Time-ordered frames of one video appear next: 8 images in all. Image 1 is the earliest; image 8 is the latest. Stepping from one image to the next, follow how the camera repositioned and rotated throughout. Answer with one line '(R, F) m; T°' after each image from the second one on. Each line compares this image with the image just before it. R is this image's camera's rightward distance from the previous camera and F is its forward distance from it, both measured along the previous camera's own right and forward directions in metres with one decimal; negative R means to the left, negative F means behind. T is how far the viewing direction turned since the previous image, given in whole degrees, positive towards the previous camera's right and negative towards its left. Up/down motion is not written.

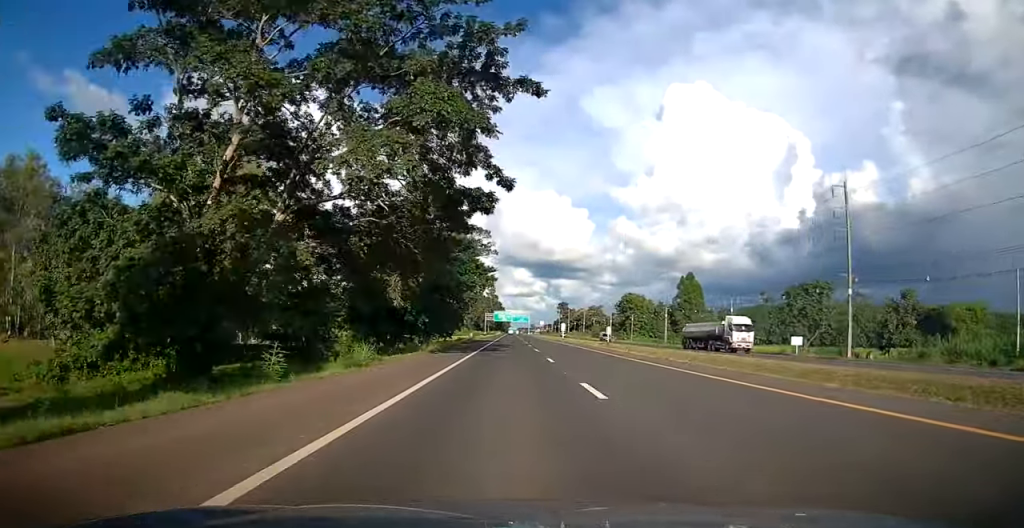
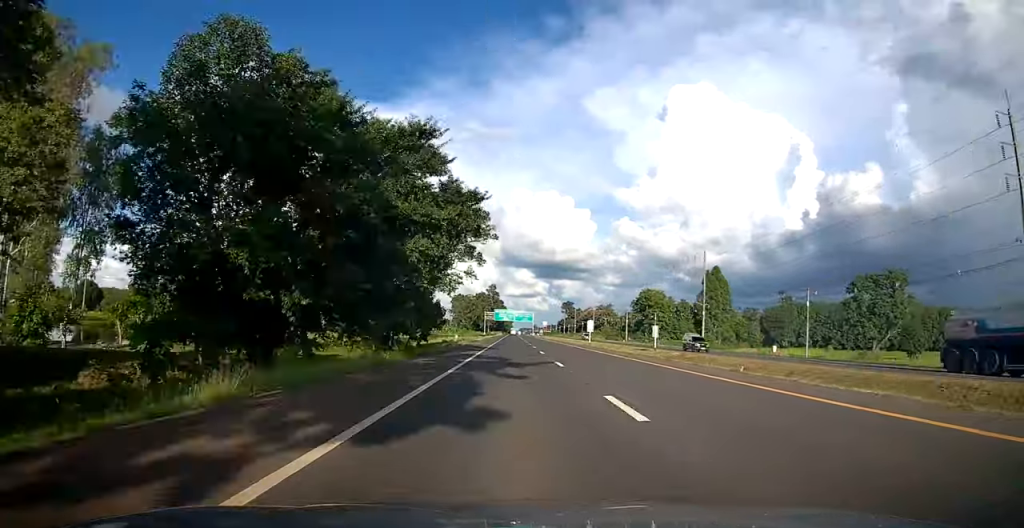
(-0.1, +29.9) m; 0°
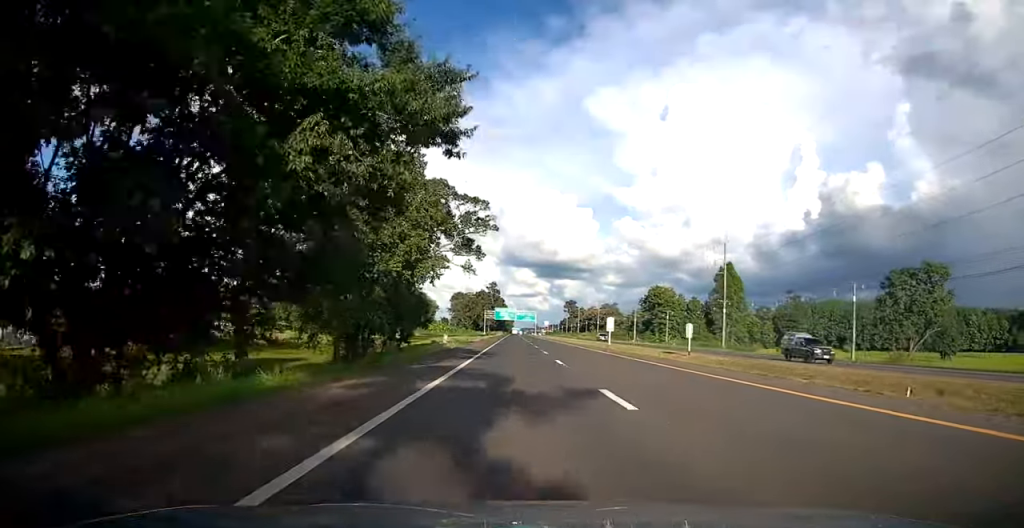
(0.0, +12.7) m; 0°
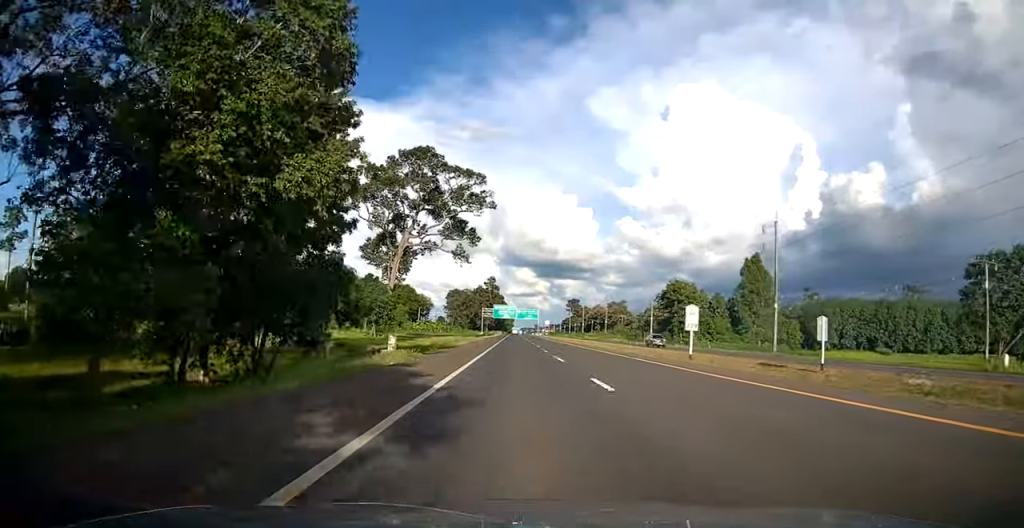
(-0.1, +23.0) m; 0°
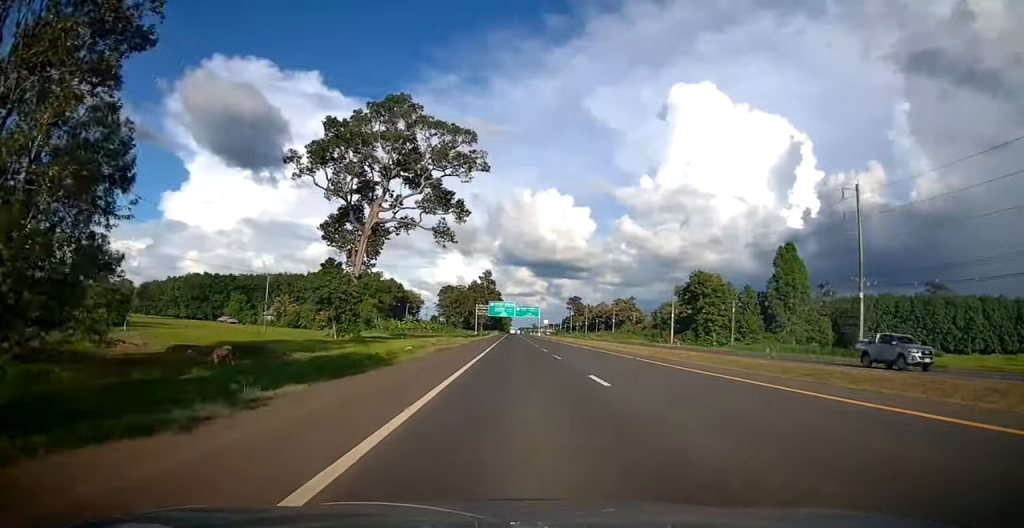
(-0.1, +24.8) m; 0°
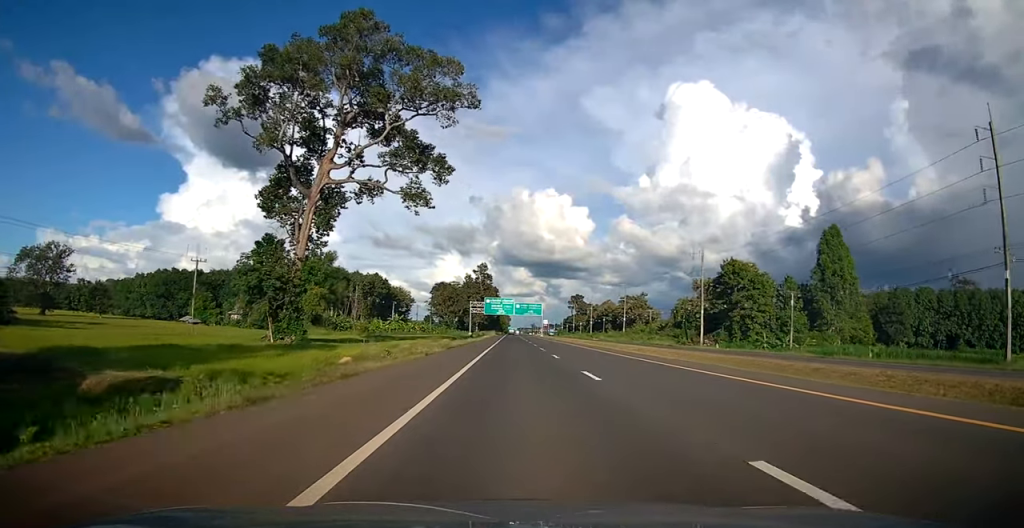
(+0.2, +23.4) m; 0°
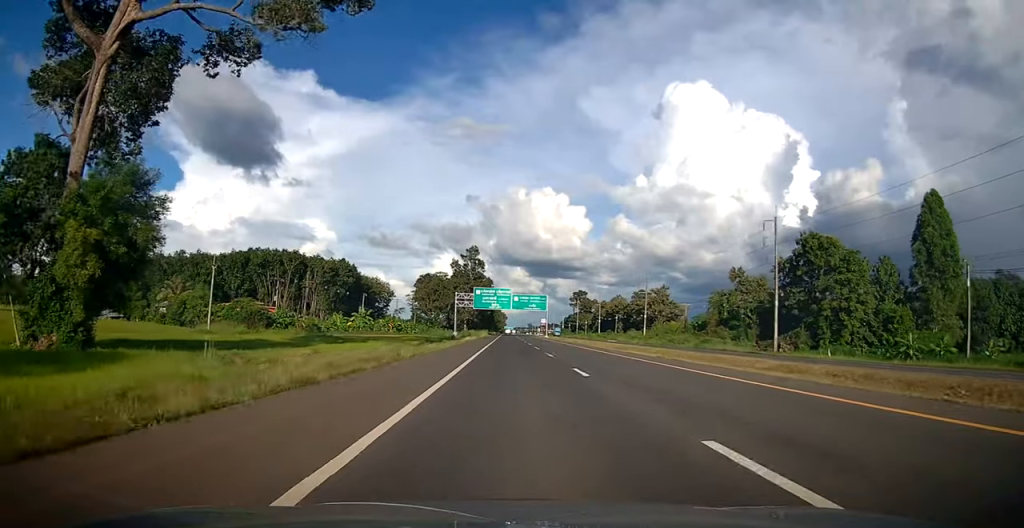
(0.0, +34.3) m; 0°
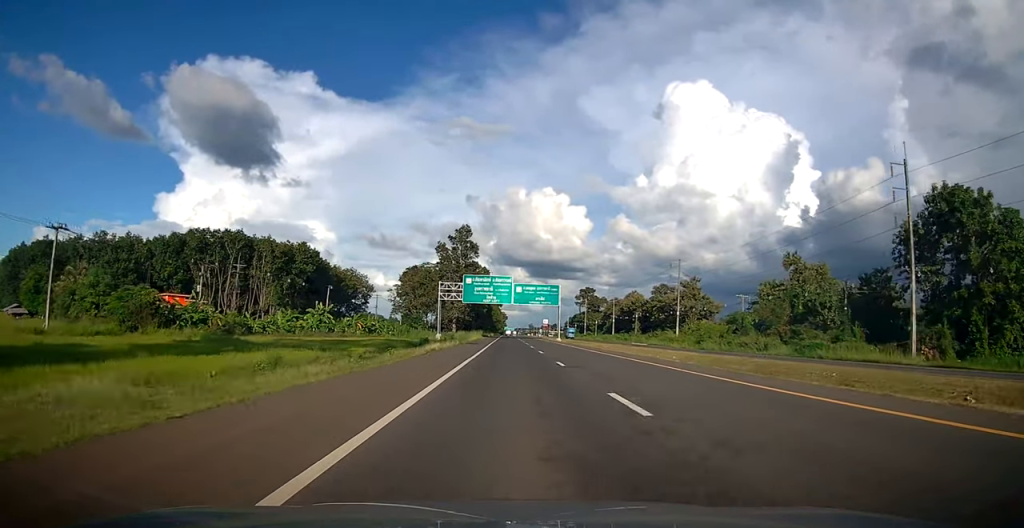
(+0.1, +29.3) m; +1°
